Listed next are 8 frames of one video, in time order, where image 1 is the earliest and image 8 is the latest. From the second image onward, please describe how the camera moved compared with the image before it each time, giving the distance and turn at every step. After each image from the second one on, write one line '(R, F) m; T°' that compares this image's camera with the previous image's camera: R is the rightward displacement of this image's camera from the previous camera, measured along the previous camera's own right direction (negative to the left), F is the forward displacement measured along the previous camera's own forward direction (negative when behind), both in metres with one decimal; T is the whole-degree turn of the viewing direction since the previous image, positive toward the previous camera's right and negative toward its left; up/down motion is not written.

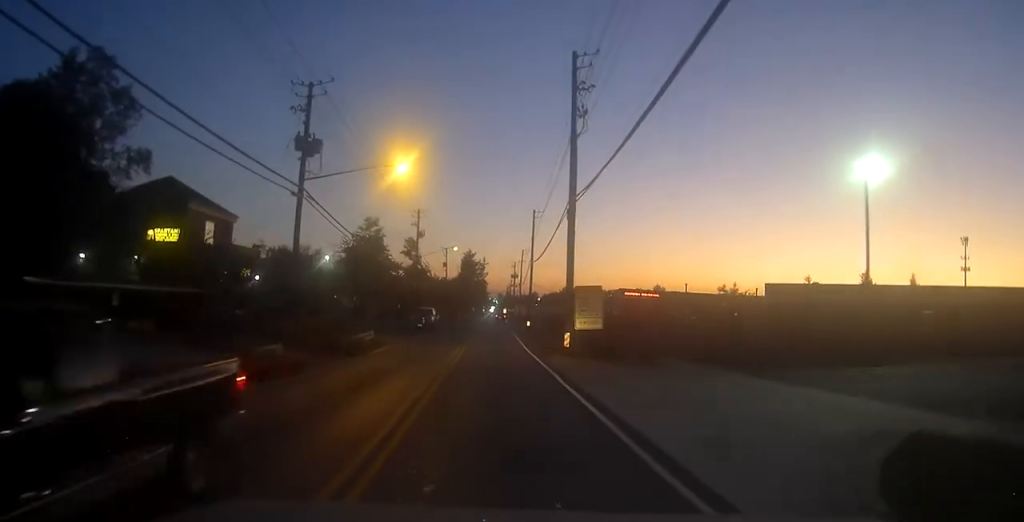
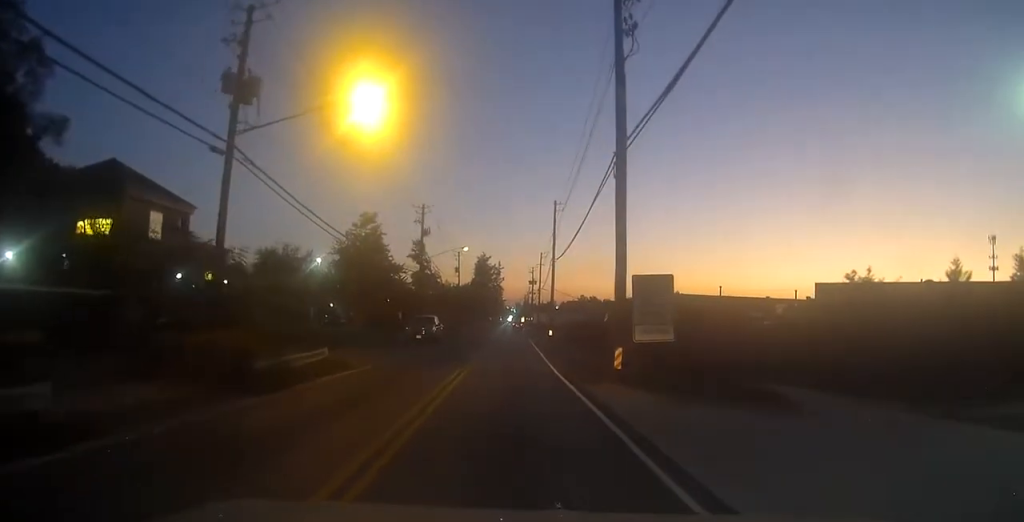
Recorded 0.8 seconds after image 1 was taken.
(+0.1, +9.0) m; +1°
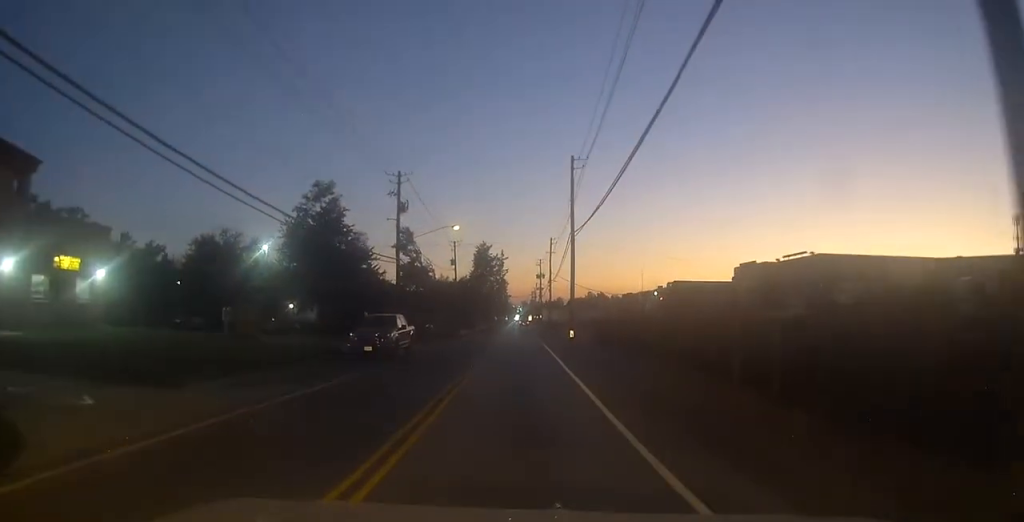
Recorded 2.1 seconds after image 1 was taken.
(-0.1, +14.9) m; -1°
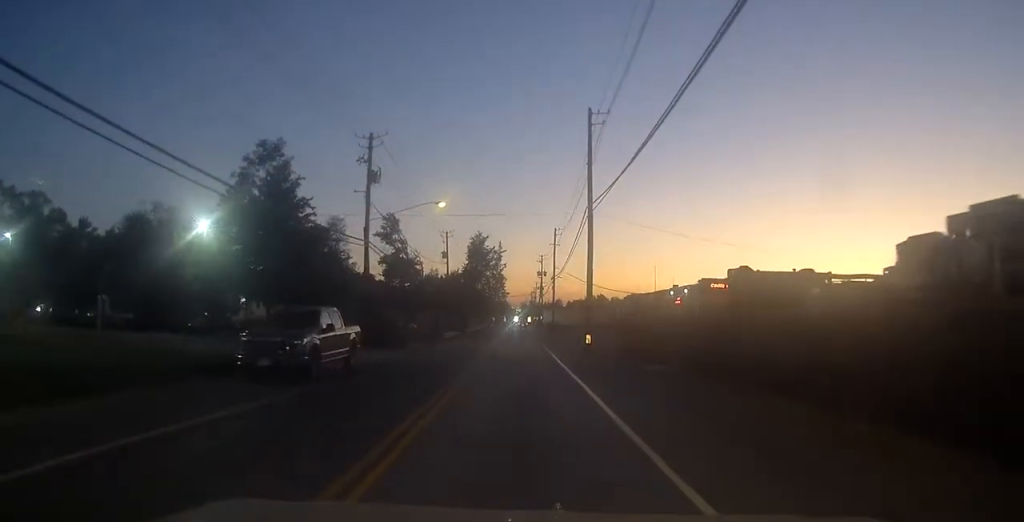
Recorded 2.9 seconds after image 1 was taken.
(-0.1, +10.2) m; -1°
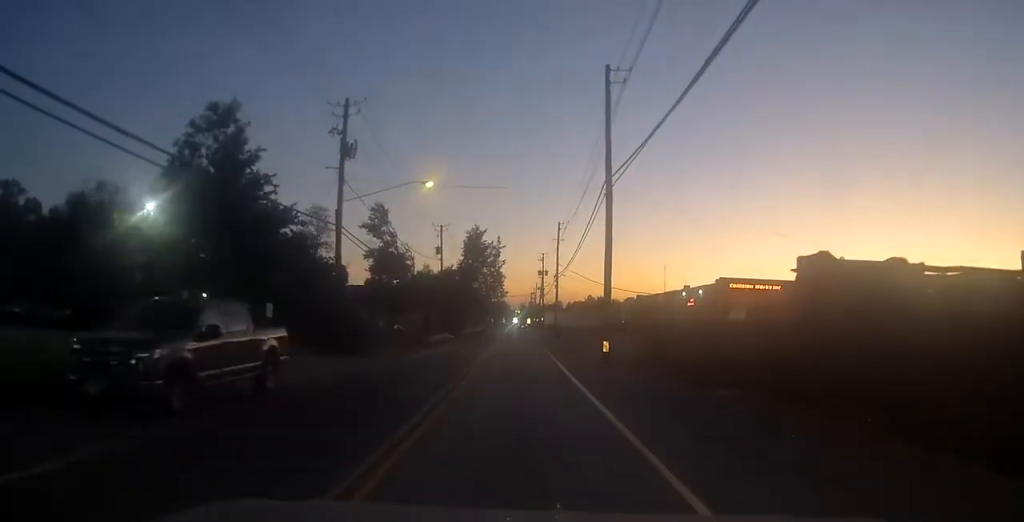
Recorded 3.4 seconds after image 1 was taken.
(+0.1, +6.3) m; 0°
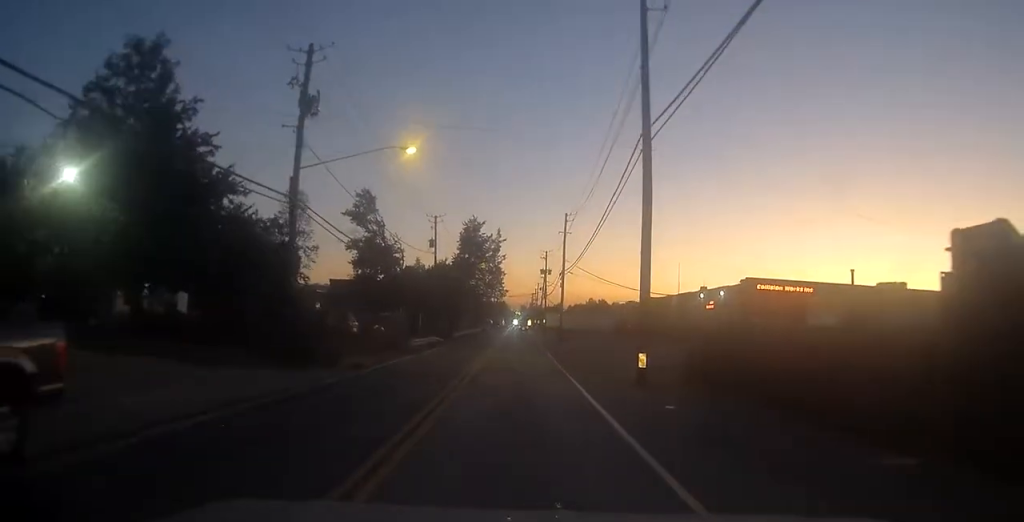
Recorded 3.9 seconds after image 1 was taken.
(-0.1, +7.3) m; 0°
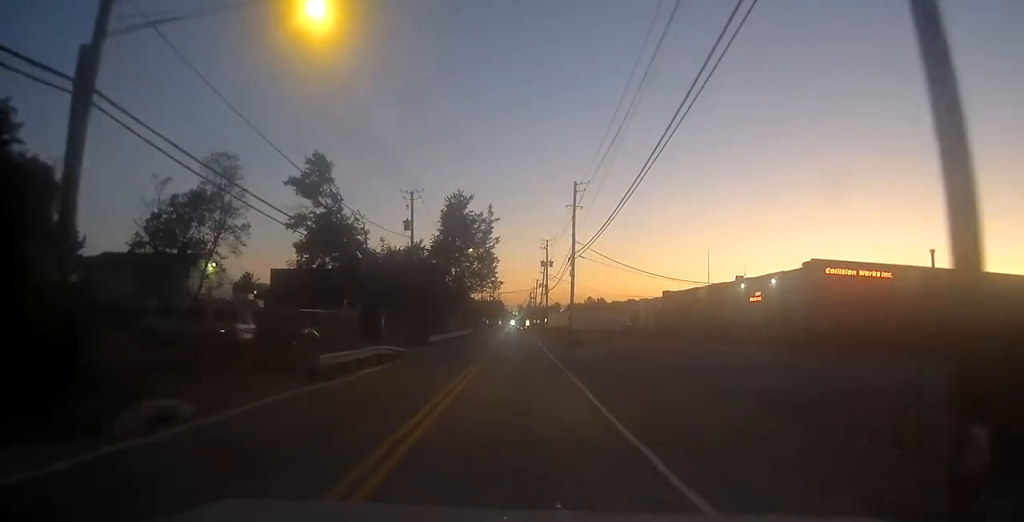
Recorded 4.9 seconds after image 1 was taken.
(0.0, +13.8) m; 0°
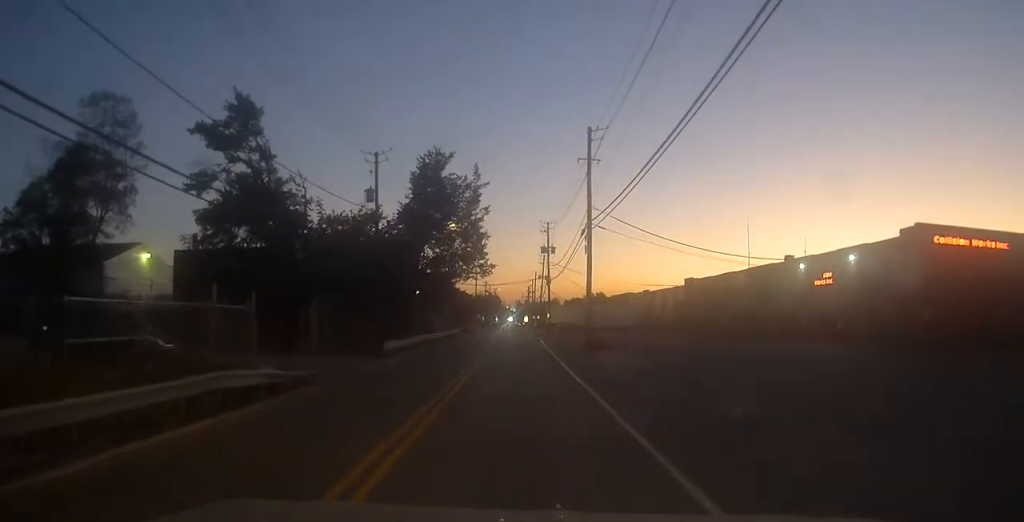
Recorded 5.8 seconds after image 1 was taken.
(+0.1, +13.1) m; 0°
